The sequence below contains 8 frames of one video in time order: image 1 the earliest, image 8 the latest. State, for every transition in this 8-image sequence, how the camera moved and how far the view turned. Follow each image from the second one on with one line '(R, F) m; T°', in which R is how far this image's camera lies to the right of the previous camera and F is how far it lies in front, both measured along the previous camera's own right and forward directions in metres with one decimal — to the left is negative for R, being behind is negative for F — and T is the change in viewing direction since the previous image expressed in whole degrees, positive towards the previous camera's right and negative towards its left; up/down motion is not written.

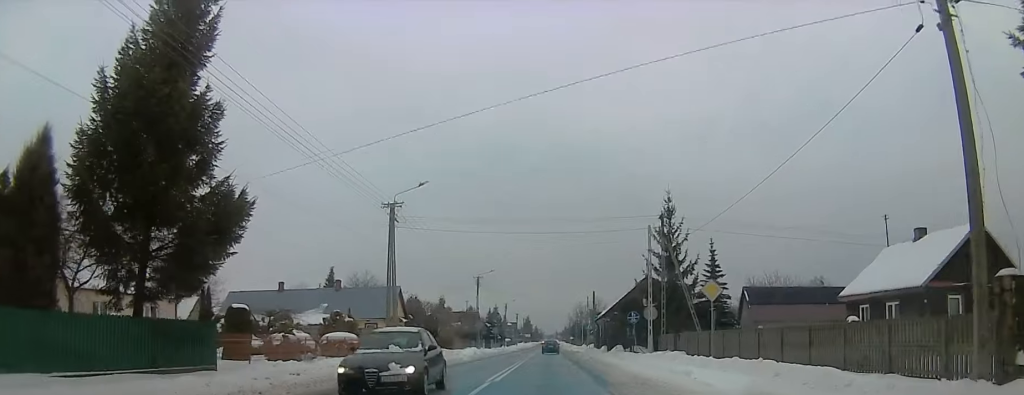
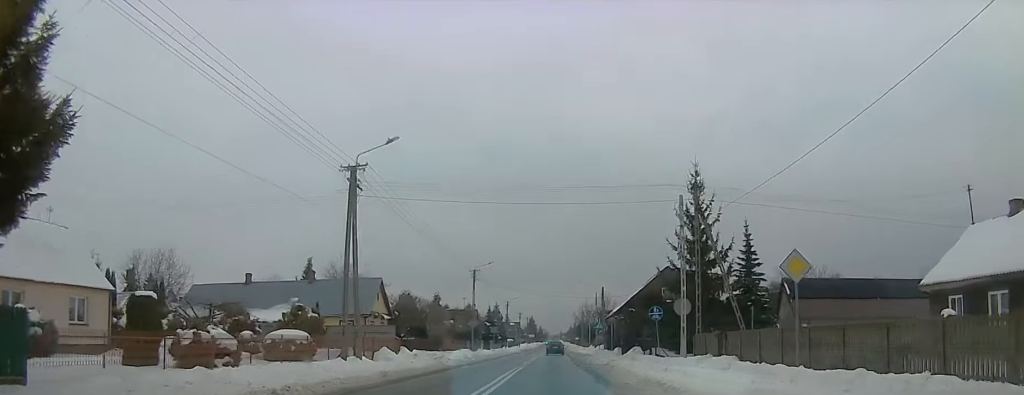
(+0.3, +8.2) m; 0°
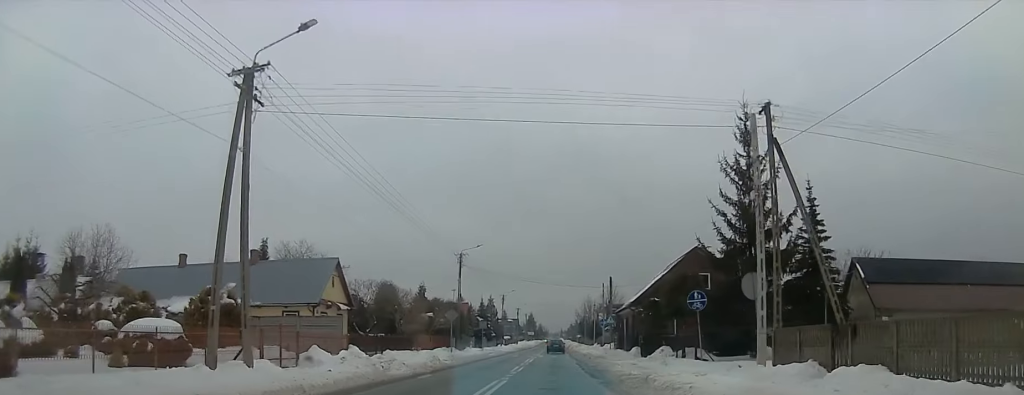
(-0.2, +10.8) m; +1°
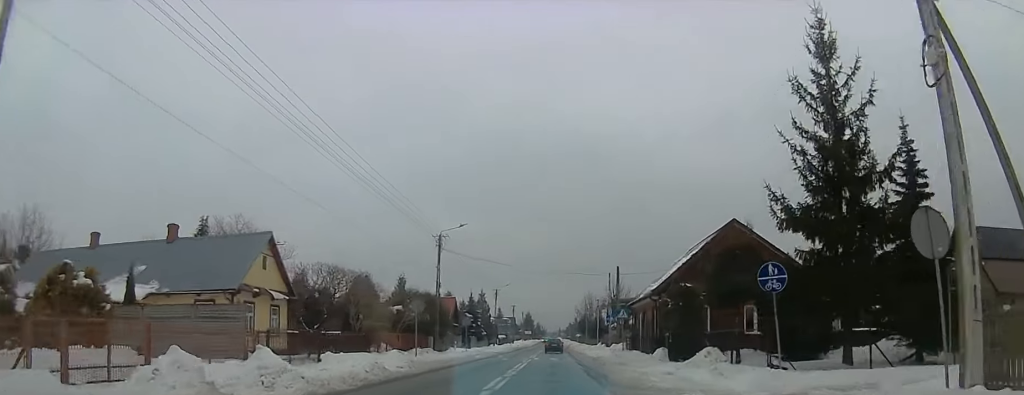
(+0.1, +9.8) m; +1°
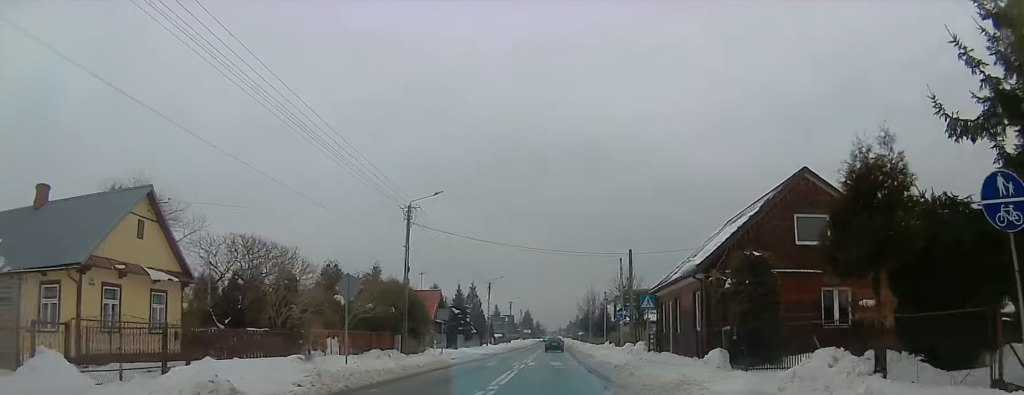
(+0.5, +10.2) m; 0°
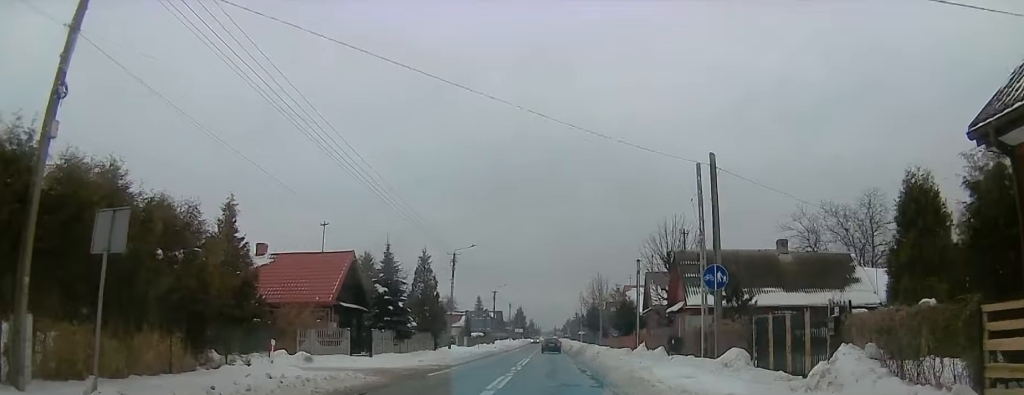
(-0.7, +28.4) m; -2°
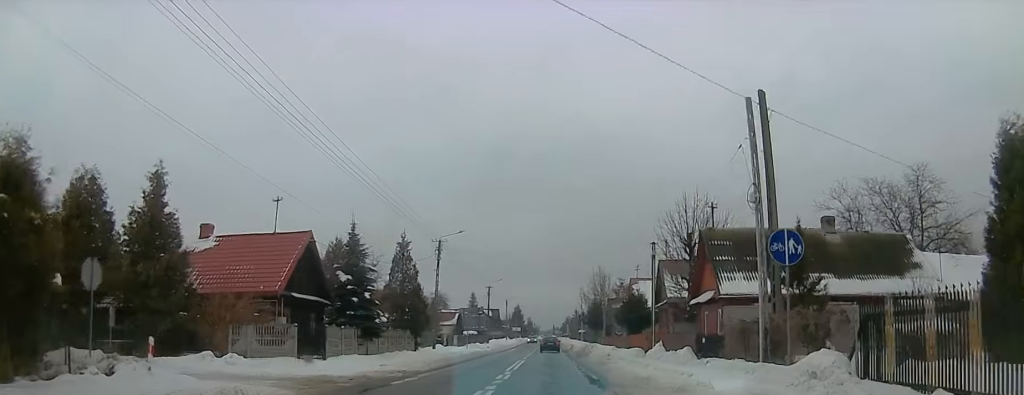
(-0.2, +6.8) m; -1°
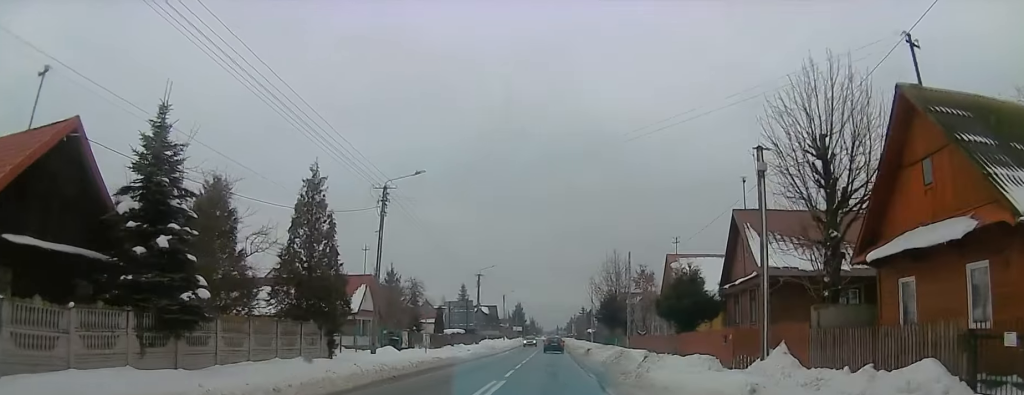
(-0.2, +17.8) m; +2°
